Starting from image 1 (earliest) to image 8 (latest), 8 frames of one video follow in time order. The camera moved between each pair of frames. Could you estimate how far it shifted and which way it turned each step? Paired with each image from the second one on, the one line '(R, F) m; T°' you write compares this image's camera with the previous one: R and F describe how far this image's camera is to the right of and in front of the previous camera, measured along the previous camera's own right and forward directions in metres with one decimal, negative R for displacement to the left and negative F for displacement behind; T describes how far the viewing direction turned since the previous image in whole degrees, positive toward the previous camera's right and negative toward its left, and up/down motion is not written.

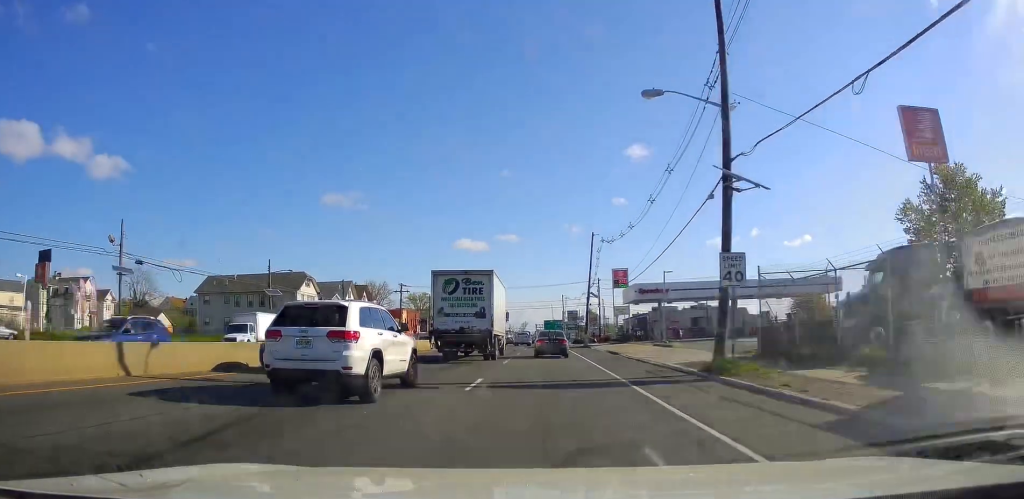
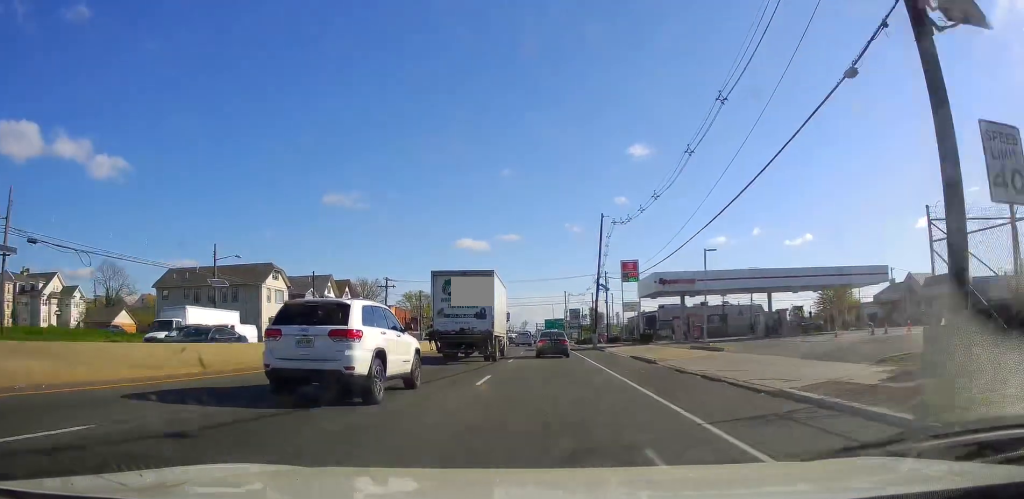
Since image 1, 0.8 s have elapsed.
(-0.1, +10.6) m; +1°
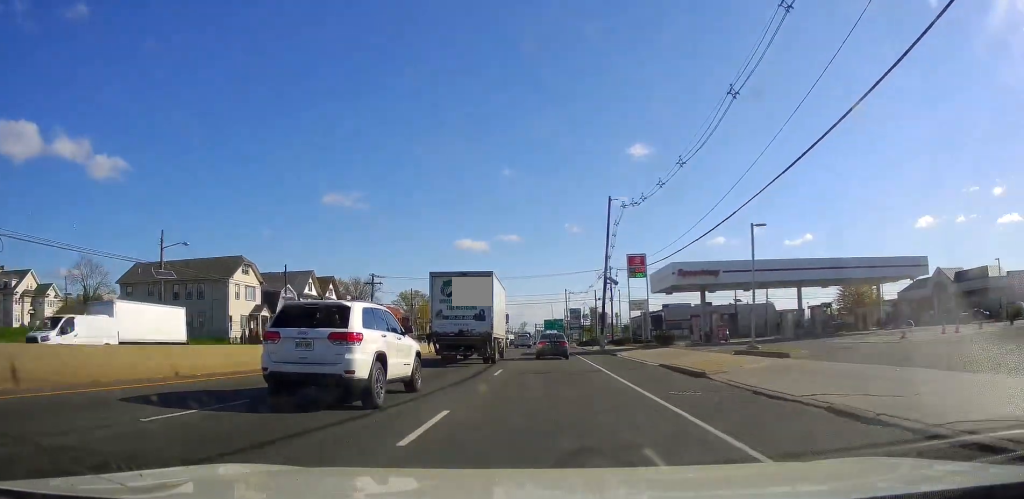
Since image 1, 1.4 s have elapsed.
(0.0, +7.8) m; +1°
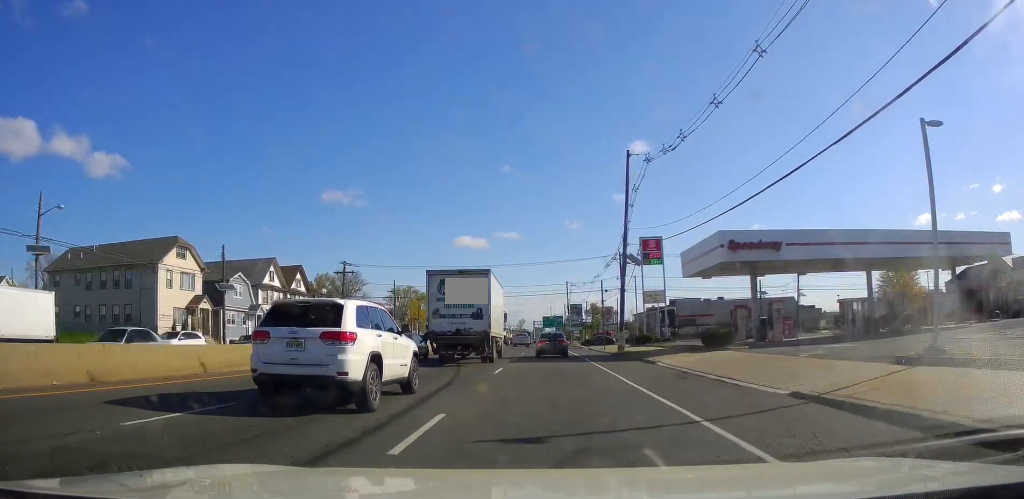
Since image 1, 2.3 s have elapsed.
(+0.3, +12.5) m; +1°
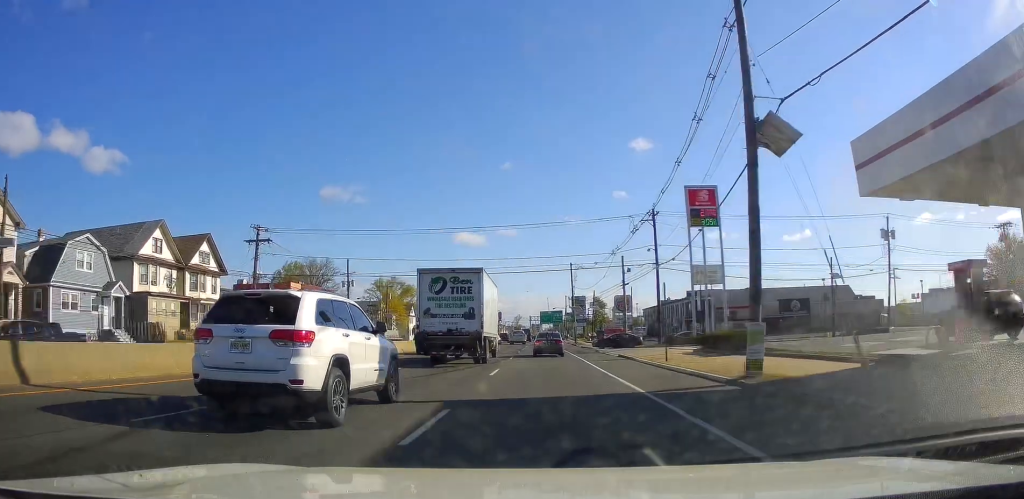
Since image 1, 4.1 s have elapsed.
(-0.6, +24.9) m; -2°
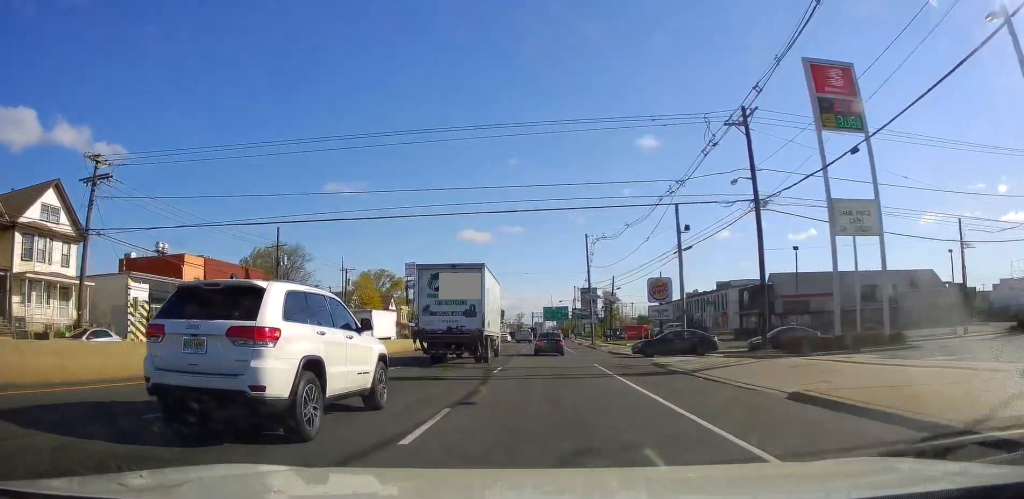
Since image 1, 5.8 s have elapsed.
(-0.1, +23.7) m; -1°
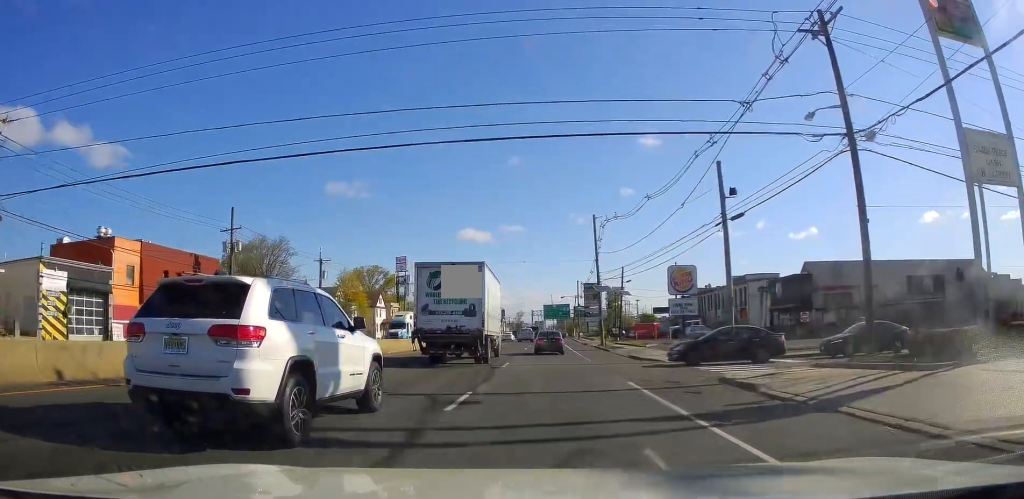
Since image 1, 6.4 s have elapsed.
(-0.2, +9.6) m; +1°
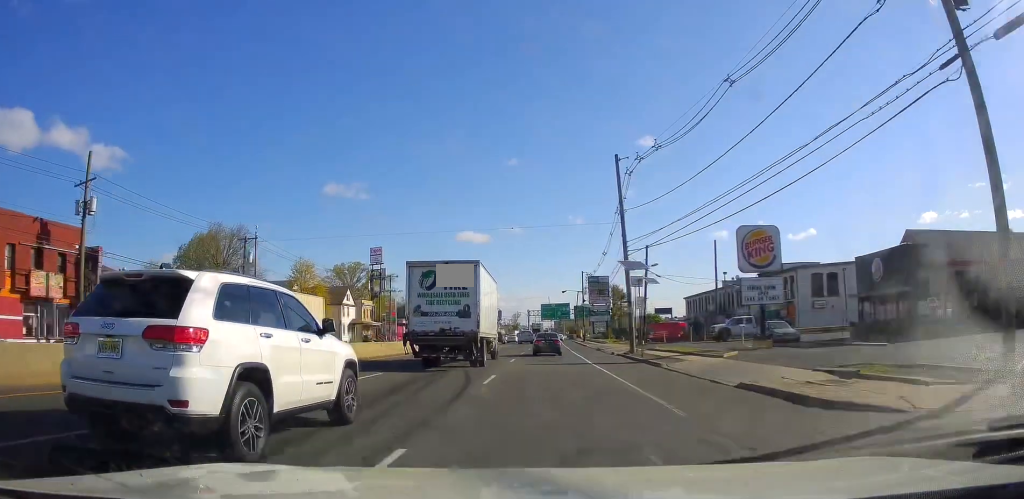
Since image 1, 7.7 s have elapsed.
(+0.7, +18.9) m; +2°
